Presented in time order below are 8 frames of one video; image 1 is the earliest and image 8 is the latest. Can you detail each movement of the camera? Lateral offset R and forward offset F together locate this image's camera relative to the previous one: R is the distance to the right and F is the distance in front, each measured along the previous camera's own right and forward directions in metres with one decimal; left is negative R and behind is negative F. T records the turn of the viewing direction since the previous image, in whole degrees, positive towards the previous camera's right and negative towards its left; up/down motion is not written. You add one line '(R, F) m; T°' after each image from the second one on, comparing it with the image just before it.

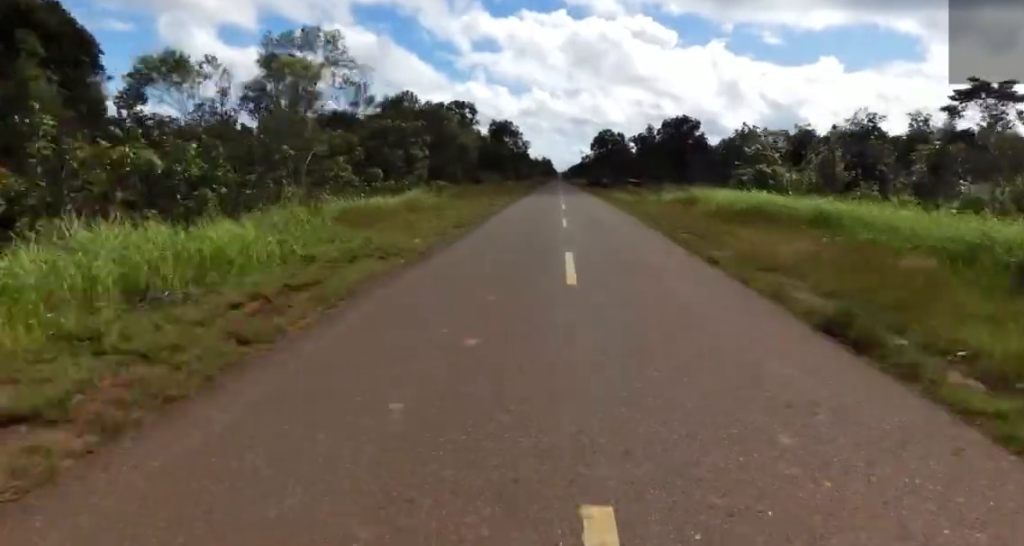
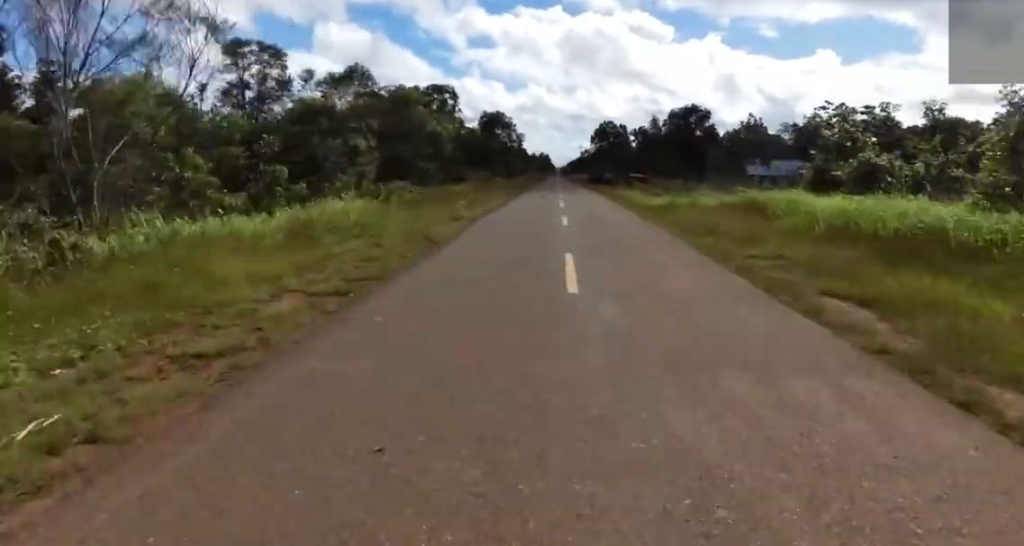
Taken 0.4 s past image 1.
(0.0, +9.4) m; 0°
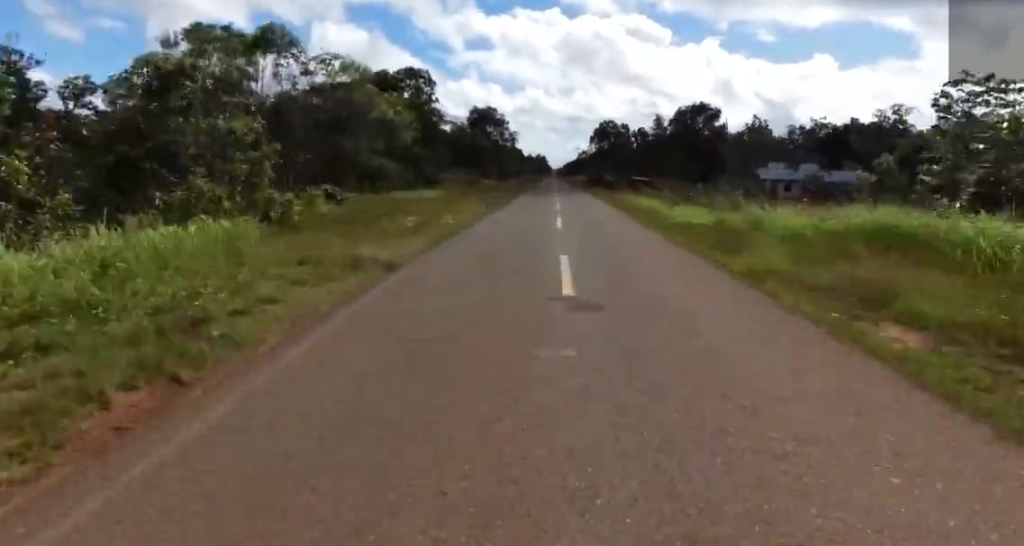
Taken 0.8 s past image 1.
(0.0, +8.9) m; 0°
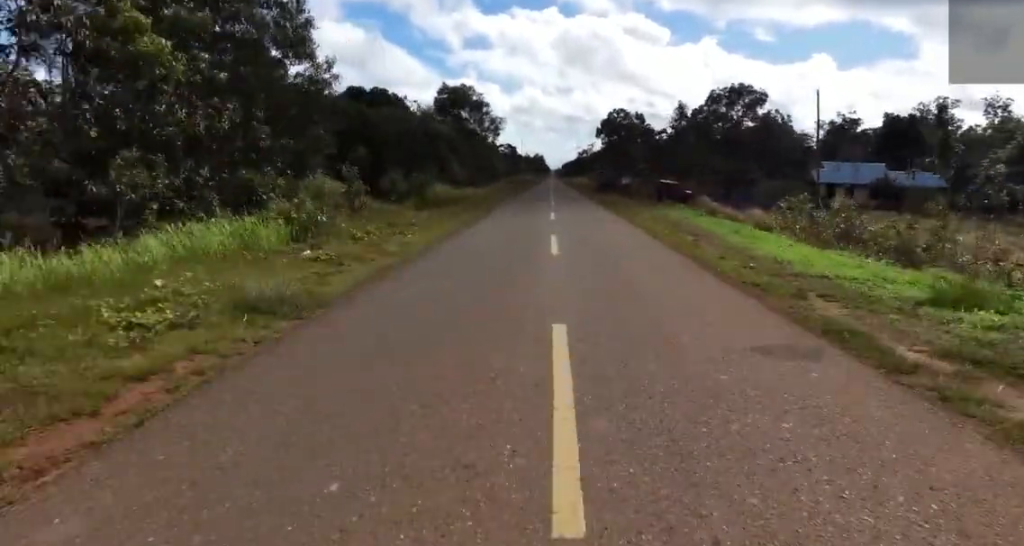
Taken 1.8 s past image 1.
(-0.1, +22.6) m; 0°
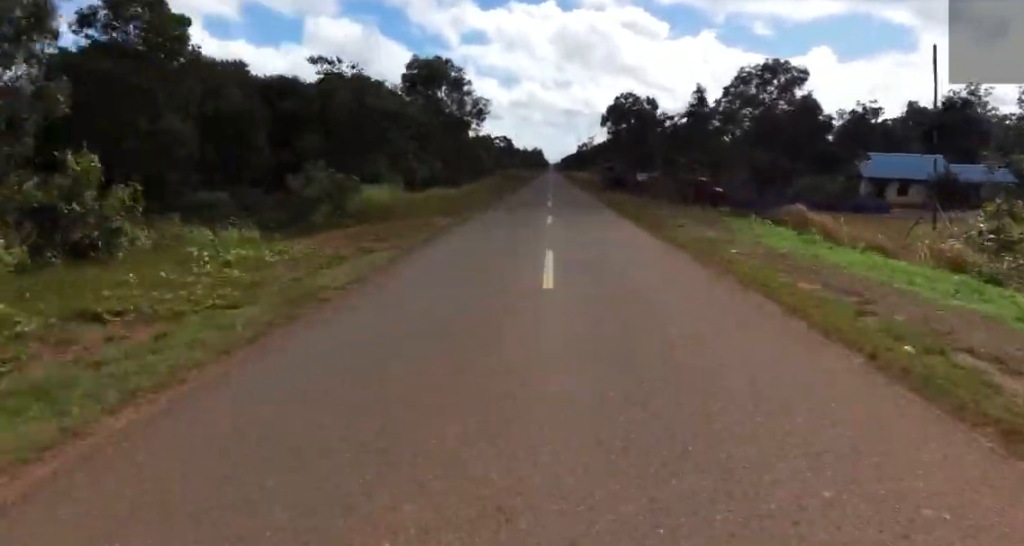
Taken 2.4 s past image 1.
(-0.1, +12.2) m; 0°
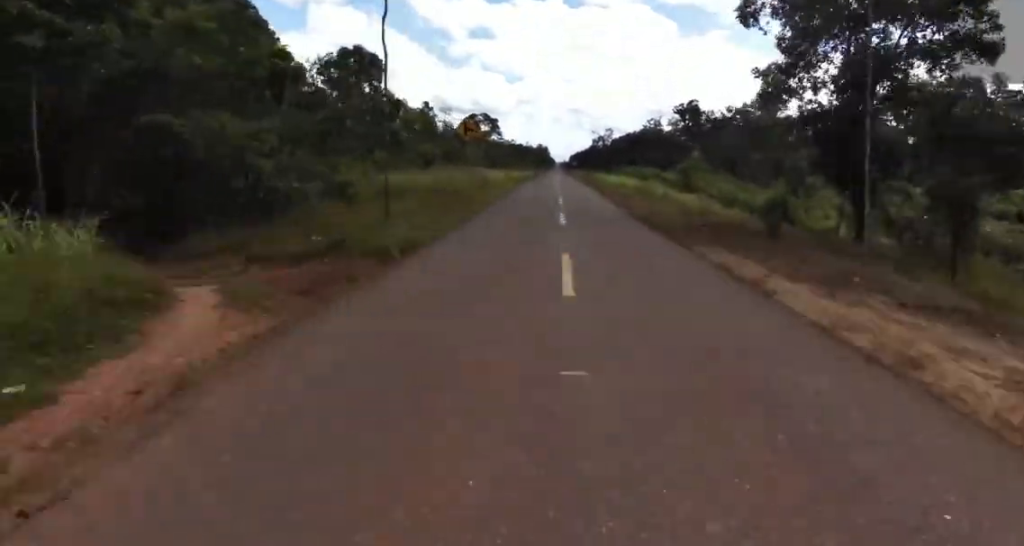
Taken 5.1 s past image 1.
(+0.5, +60.9) m; 0°
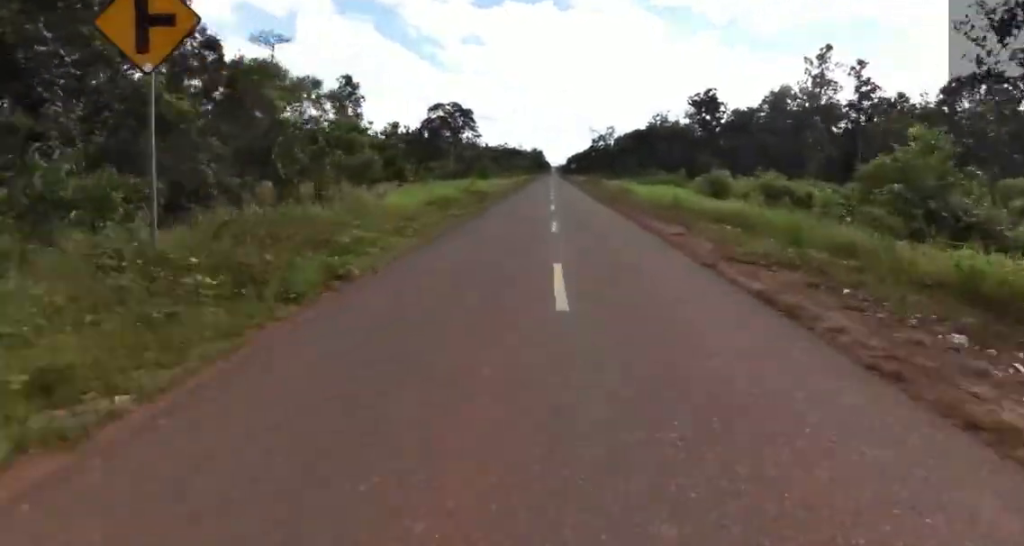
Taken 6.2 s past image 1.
(-0.2, +27.2) m; 0°
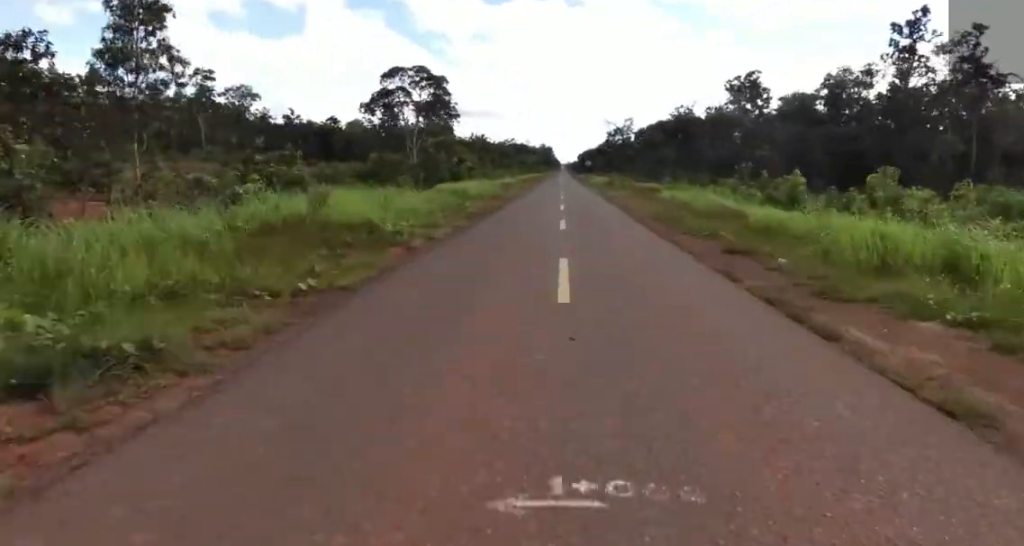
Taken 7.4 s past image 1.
(+0.1, +26.0) m; 0°
